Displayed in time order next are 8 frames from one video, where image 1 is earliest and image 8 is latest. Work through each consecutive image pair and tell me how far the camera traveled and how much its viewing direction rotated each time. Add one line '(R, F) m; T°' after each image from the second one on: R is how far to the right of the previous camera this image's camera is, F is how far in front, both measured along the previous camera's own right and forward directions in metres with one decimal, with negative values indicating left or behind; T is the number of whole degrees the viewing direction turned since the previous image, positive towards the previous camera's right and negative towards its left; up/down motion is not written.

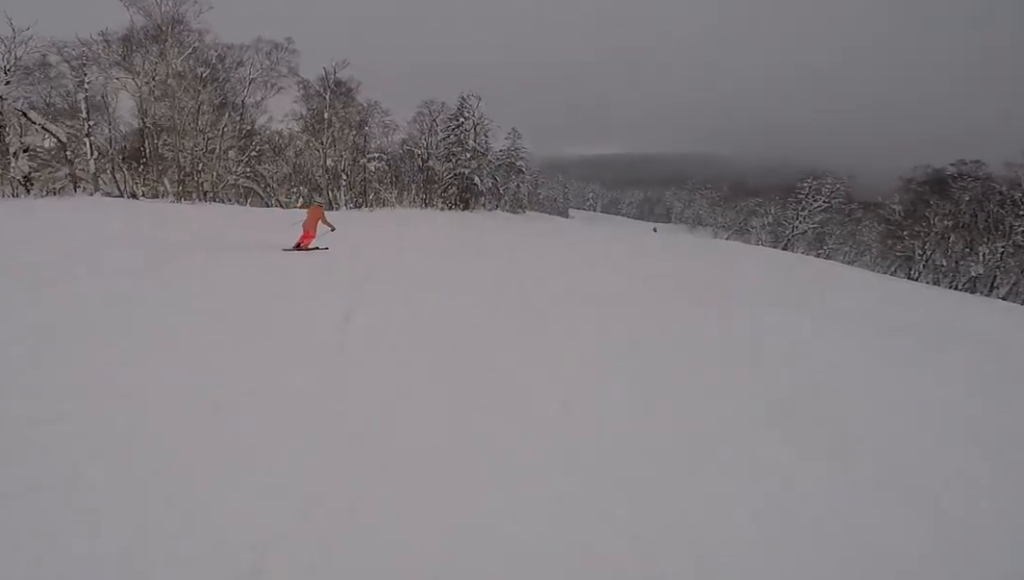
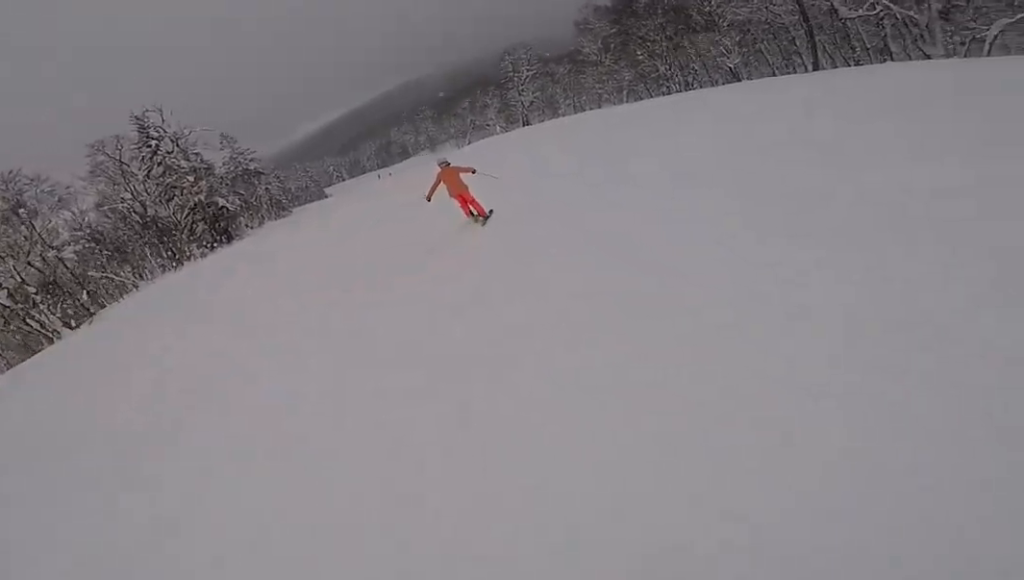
(+2.9, +12.0) m; +24°
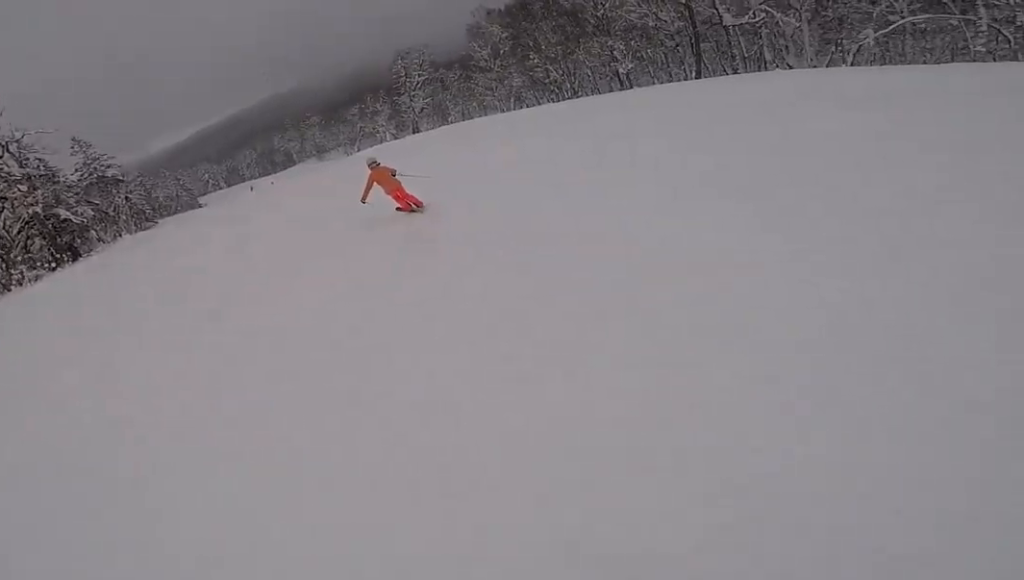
(+0.4, +4.0) m; +1°
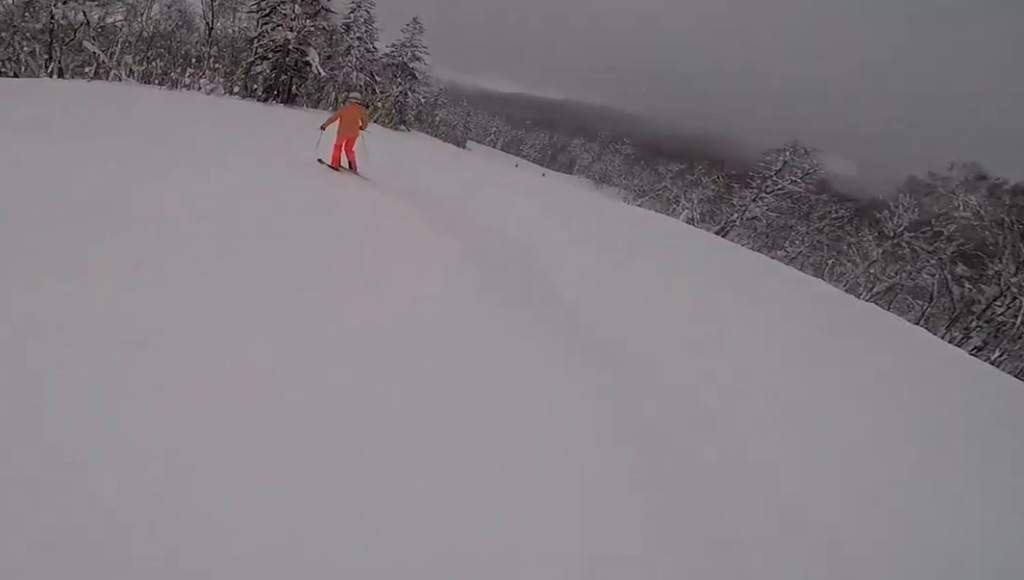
(-2.5, +12.5) m; -18°
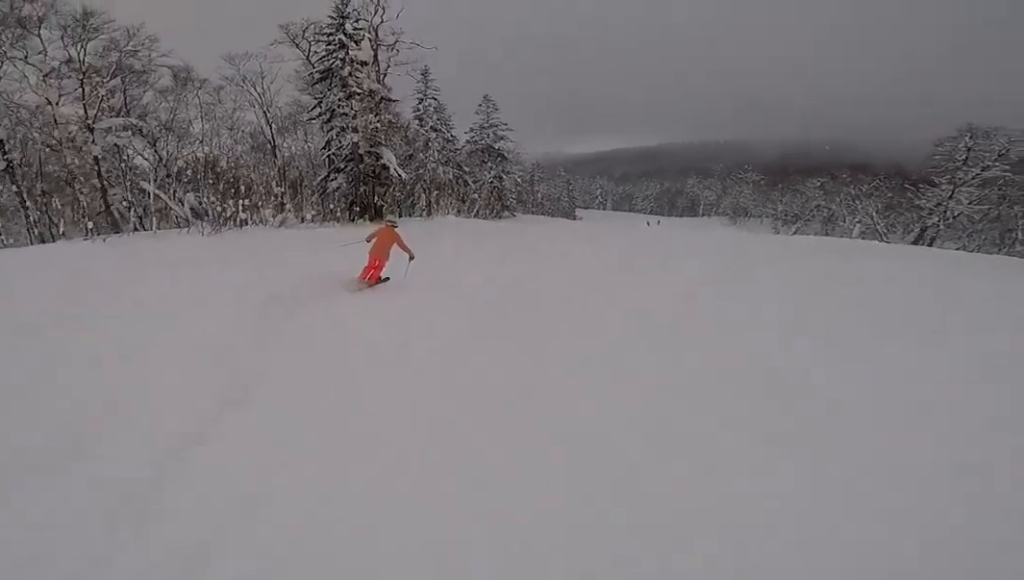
(-0.5, +7.6) m; -1°
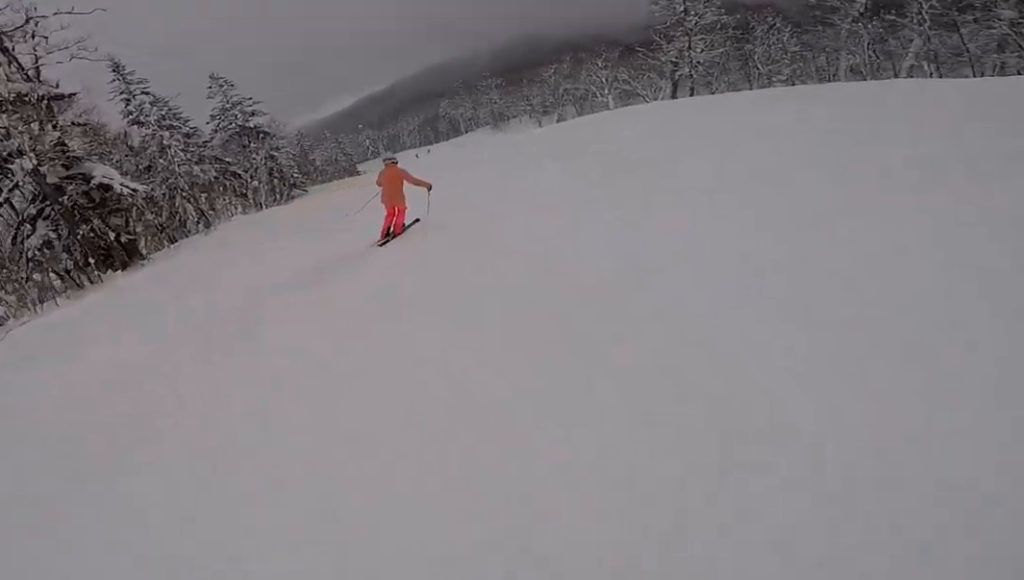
(+0.3, +8.3) m; +9°
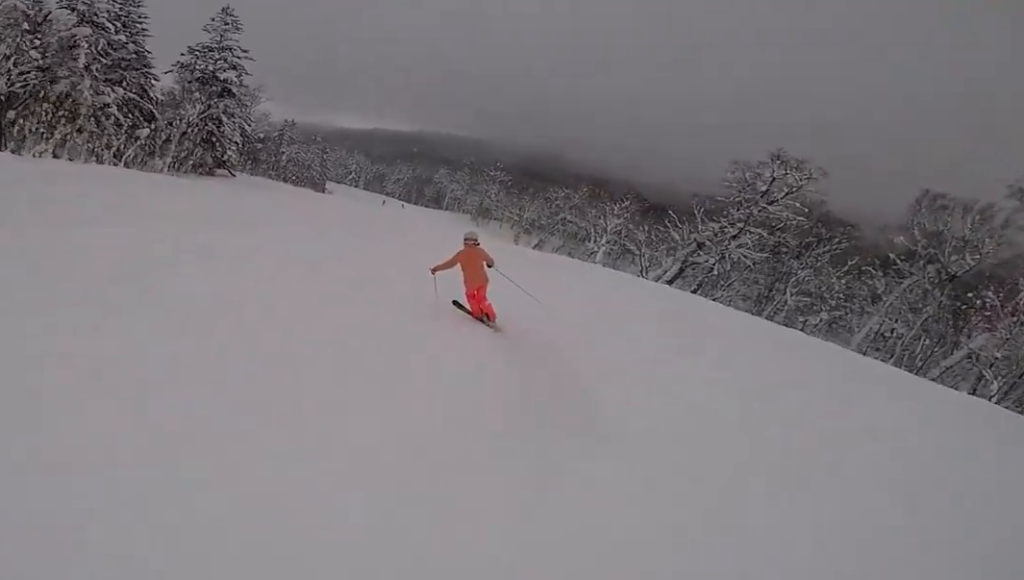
(+2.1, +13.3) m; +5°
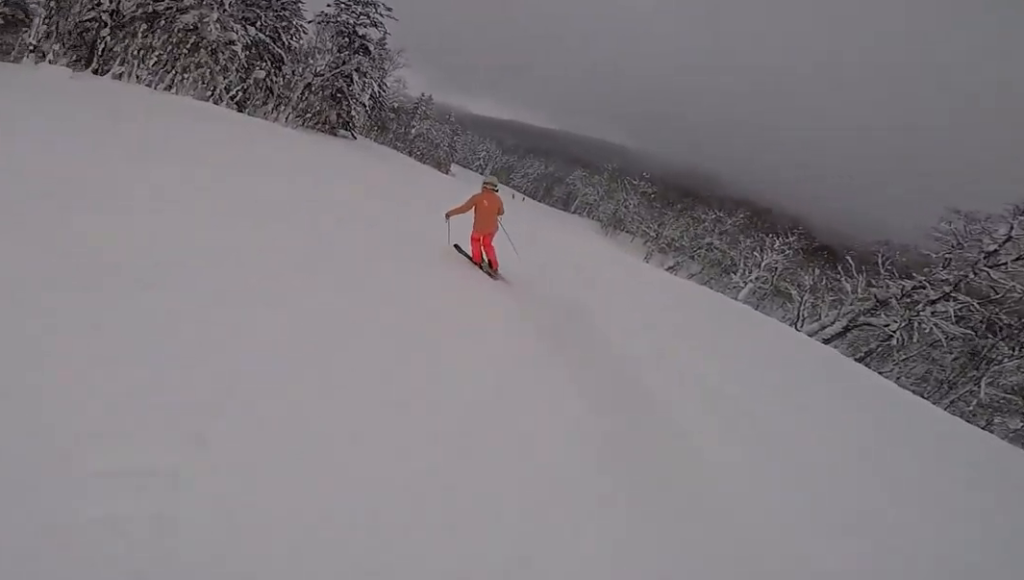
(-0.4, +4.8) m; -4°
